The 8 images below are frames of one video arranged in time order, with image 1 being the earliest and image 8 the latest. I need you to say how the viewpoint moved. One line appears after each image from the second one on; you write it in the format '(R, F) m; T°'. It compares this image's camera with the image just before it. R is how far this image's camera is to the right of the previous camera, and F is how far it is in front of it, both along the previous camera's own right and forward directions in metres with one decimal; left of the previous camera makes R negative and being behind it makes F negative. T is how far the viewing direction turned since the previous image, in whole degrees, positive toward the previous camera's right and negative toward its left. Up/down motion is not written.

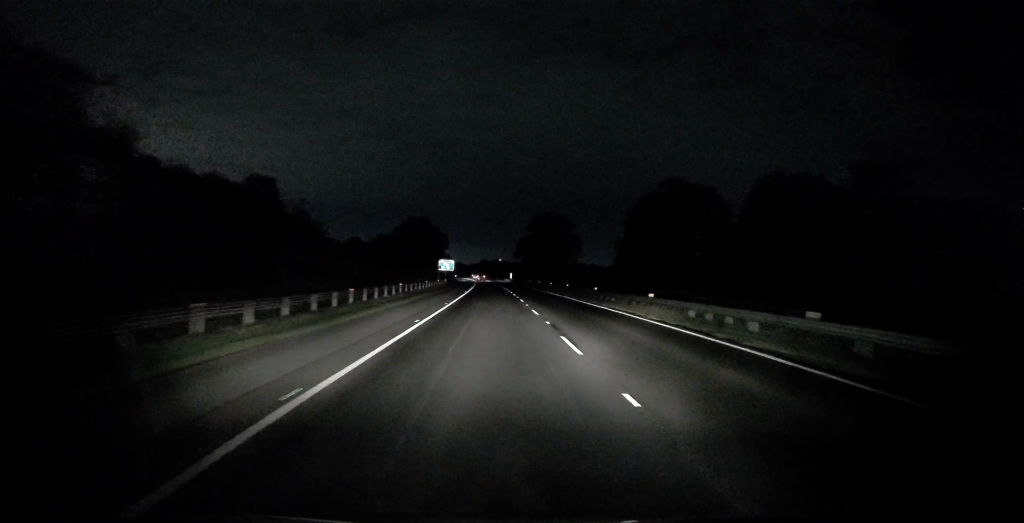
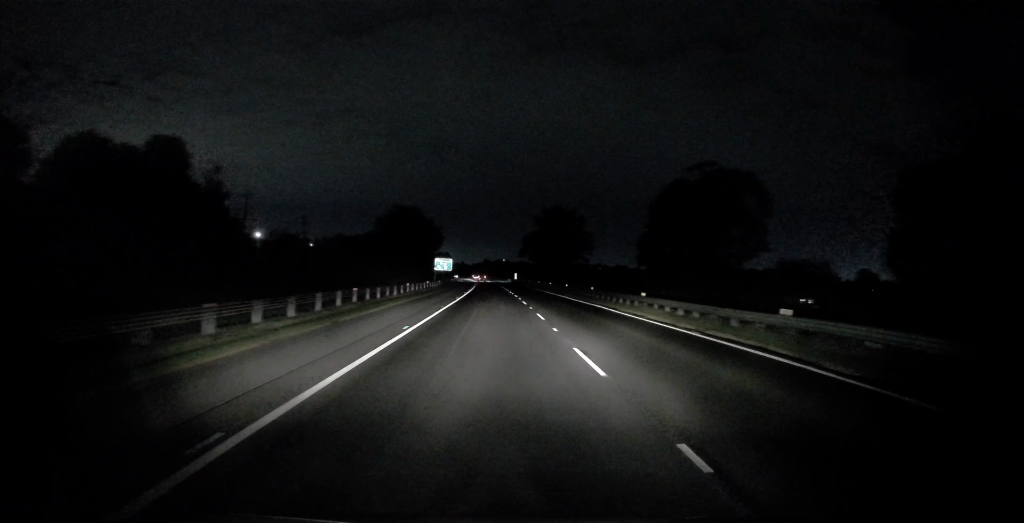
(-0.1, +13.5) m; 0°
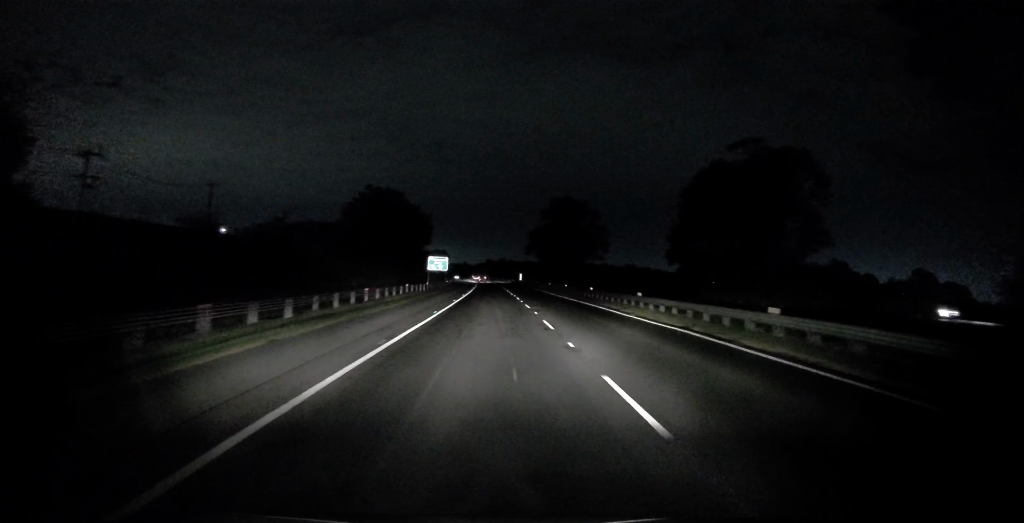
(+0.2, +15.2) m; +1°
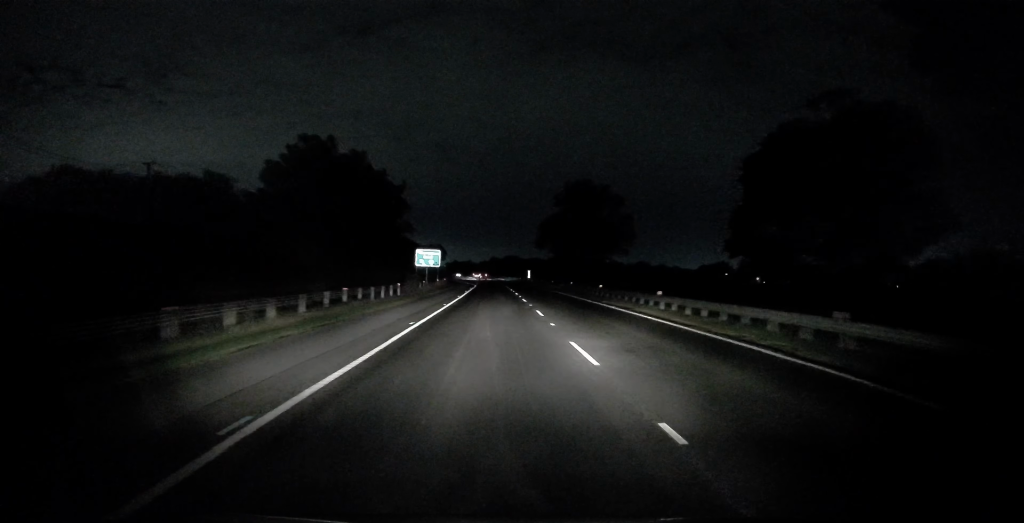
(+0.1, +18.5) m; +1°
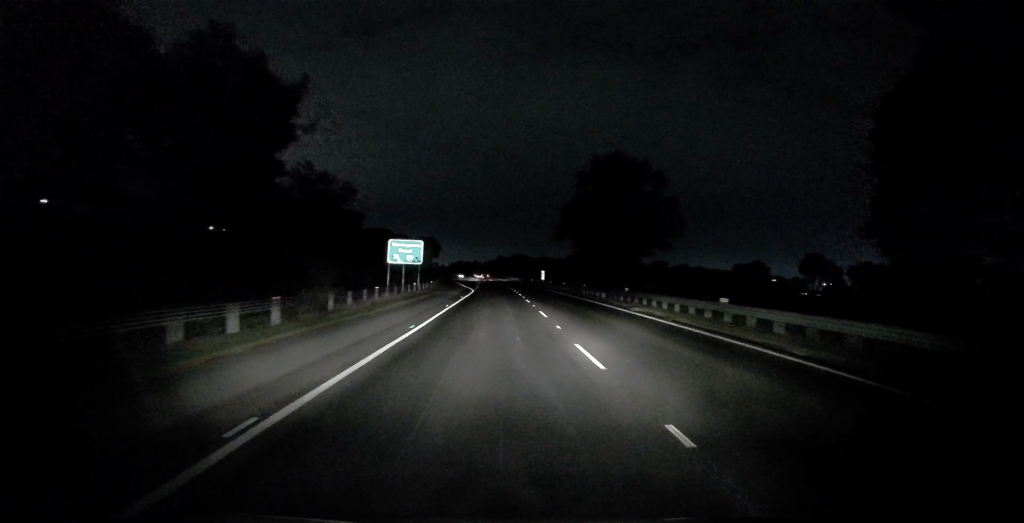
(+0.1, +22.7) m; +1°
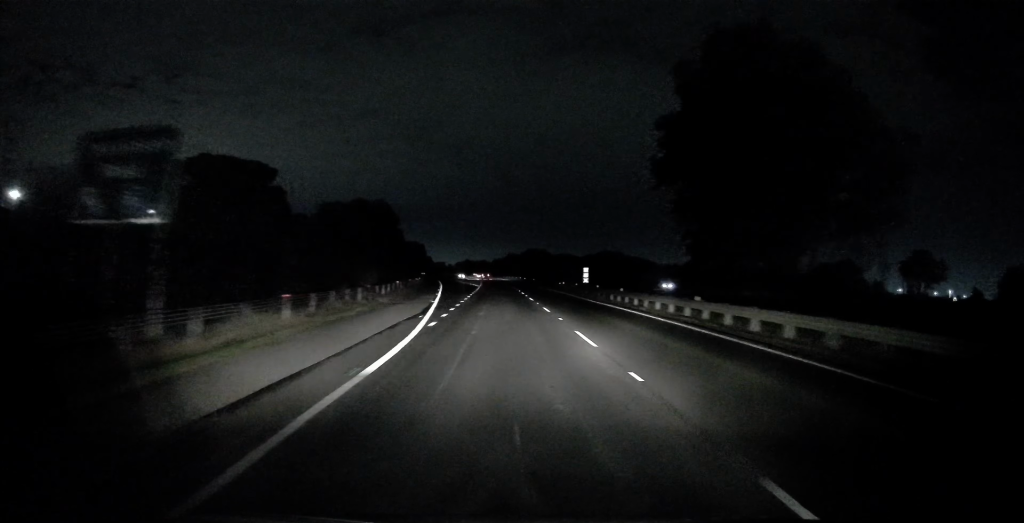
(+1.2, +42.0) m; +2°
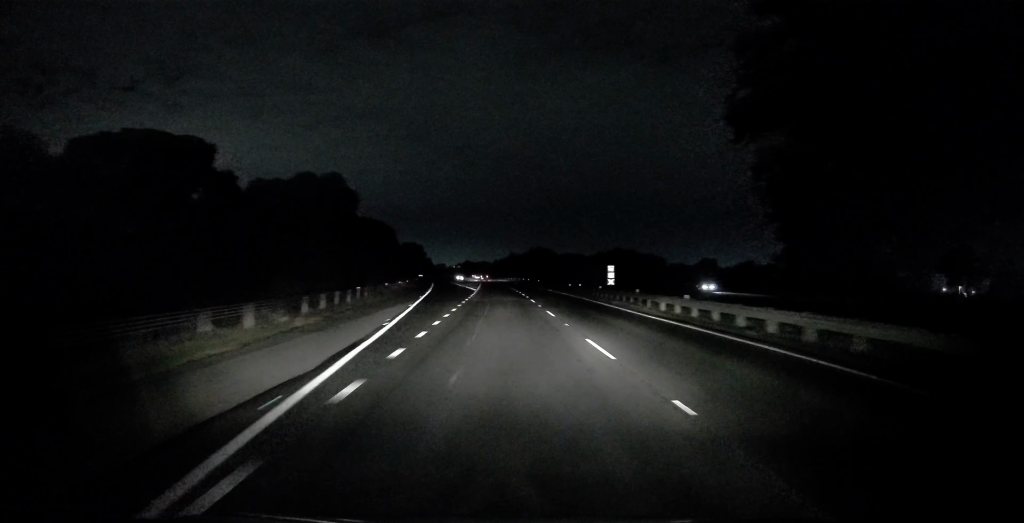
(+0.1, +13.7) m; 0°
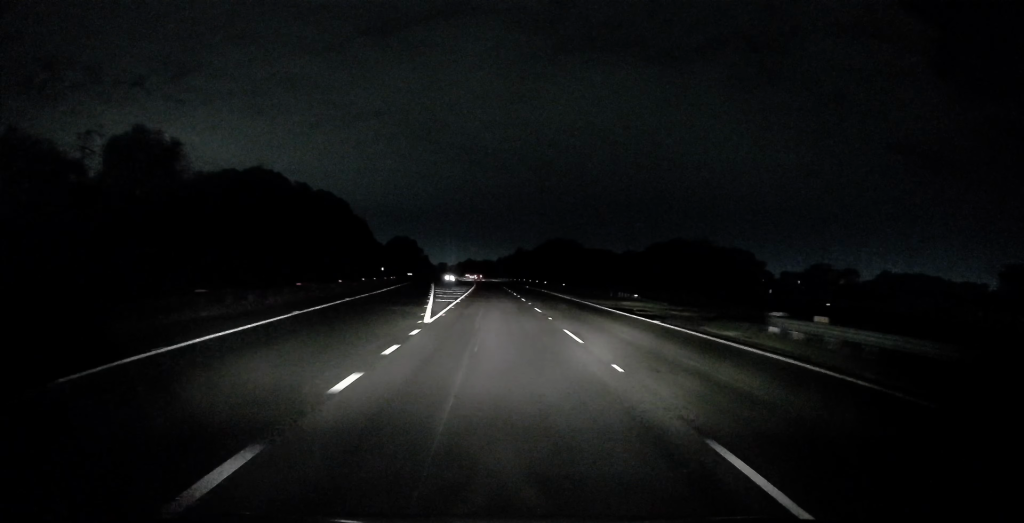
(-1.2, +44.0) m; -1°
